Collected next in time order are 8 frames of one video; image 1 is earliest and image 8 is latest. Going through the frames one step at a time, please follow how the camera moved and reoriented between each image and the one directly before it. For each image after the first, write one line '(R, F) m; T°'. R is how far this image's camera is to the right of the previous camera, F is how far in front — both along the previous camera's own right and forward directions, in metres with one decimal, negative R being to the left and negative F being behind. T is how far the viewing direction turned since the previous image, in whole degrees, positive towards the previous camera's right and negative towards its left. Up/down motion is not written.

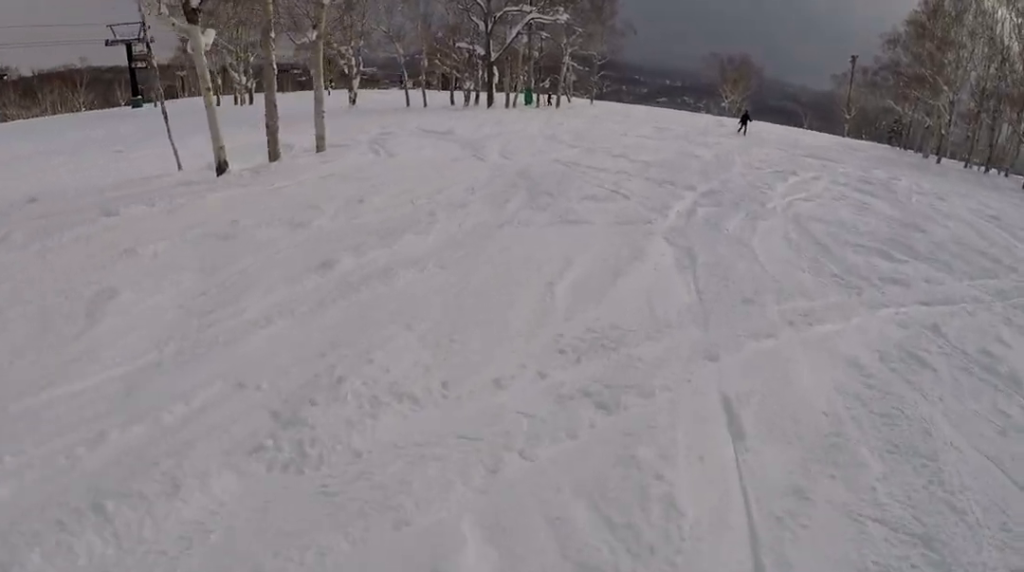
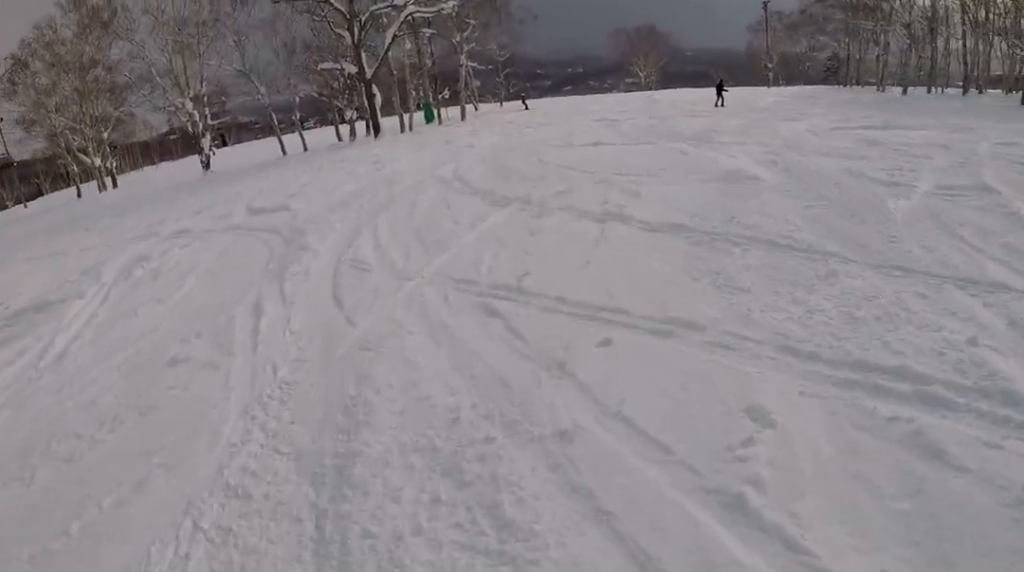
(+0.1, +10.2) m; +5°
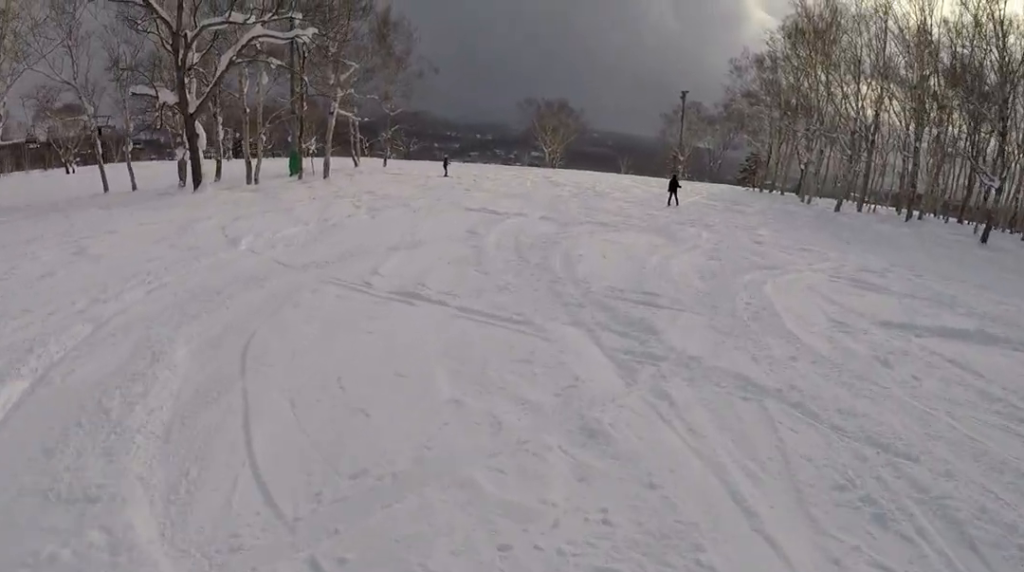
(+0.5, +8.7) m; +4°
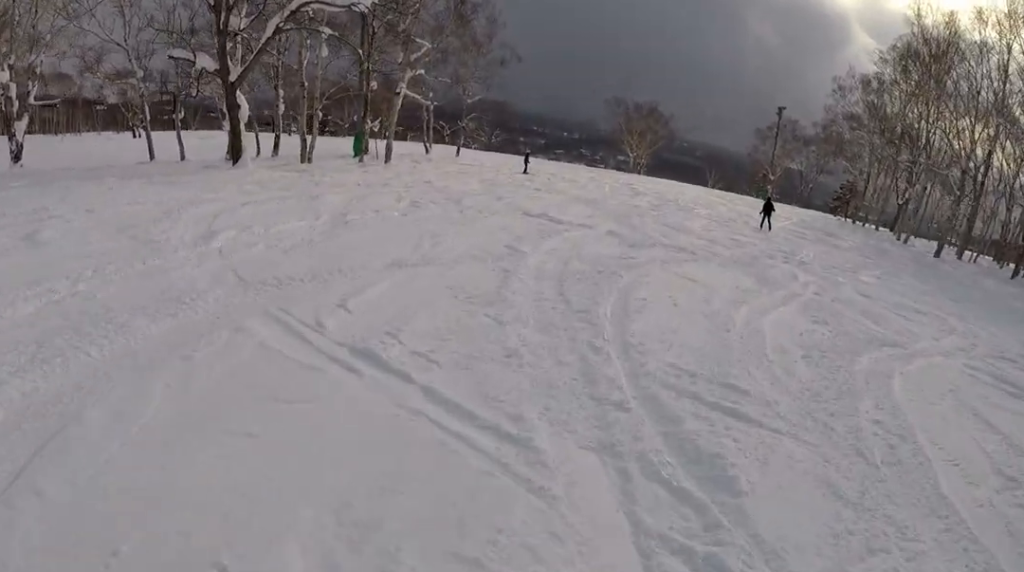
(+0.5, +2.8) m; -3°
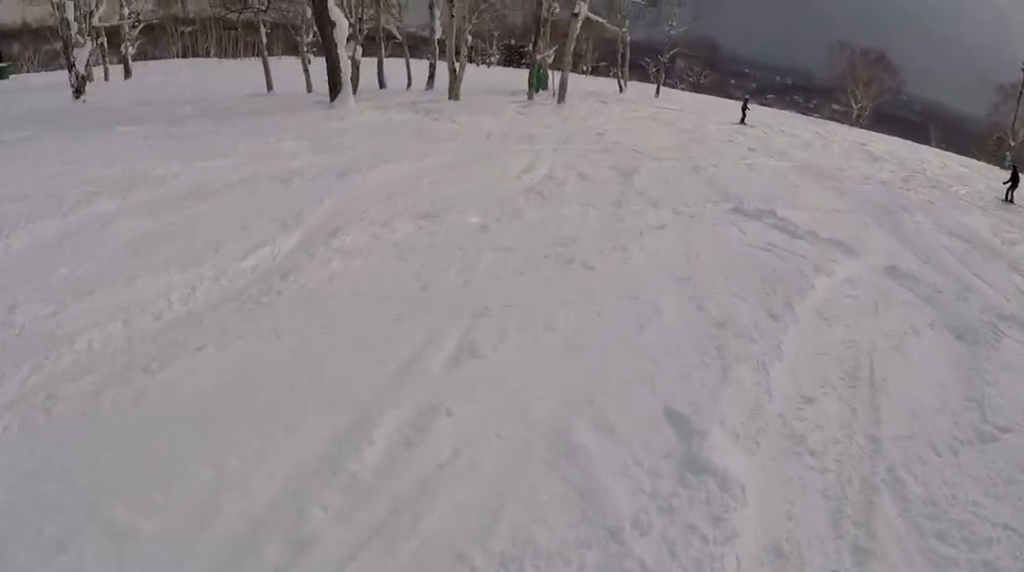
(-1.3, +7.5) m; -7°
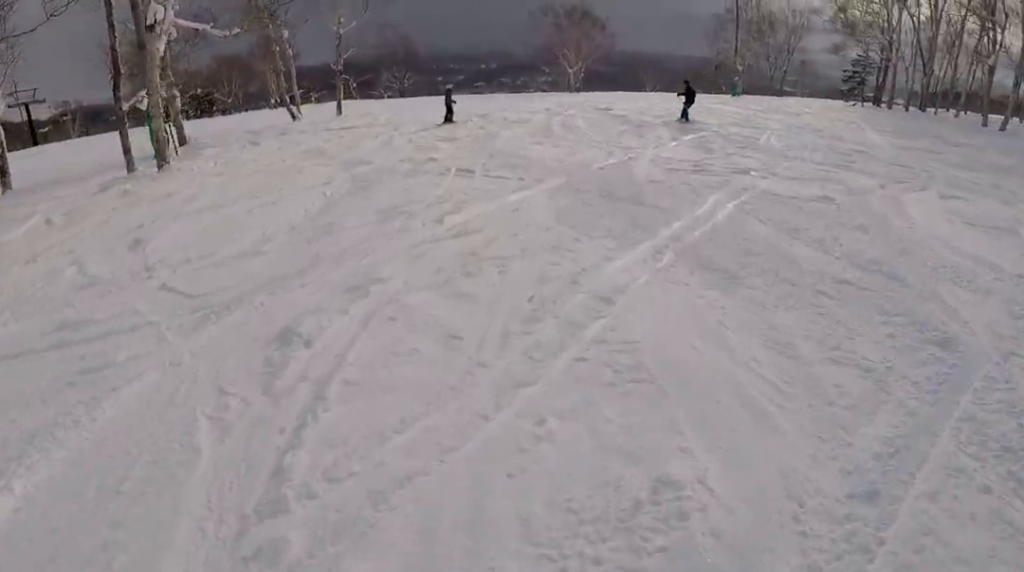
(+1.6, +11.2) m; +17°
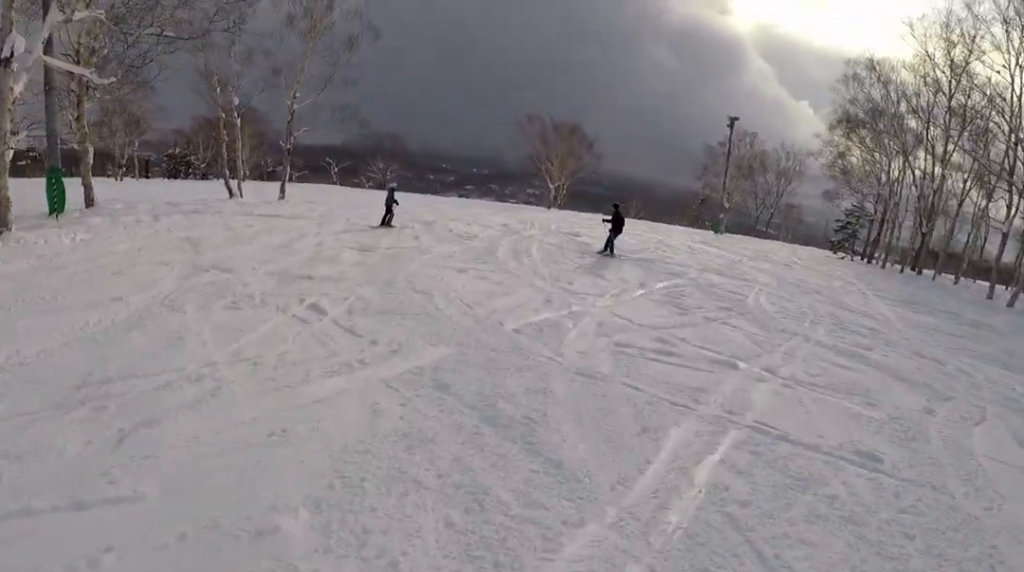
(+0.1, +4.9) m; +8°
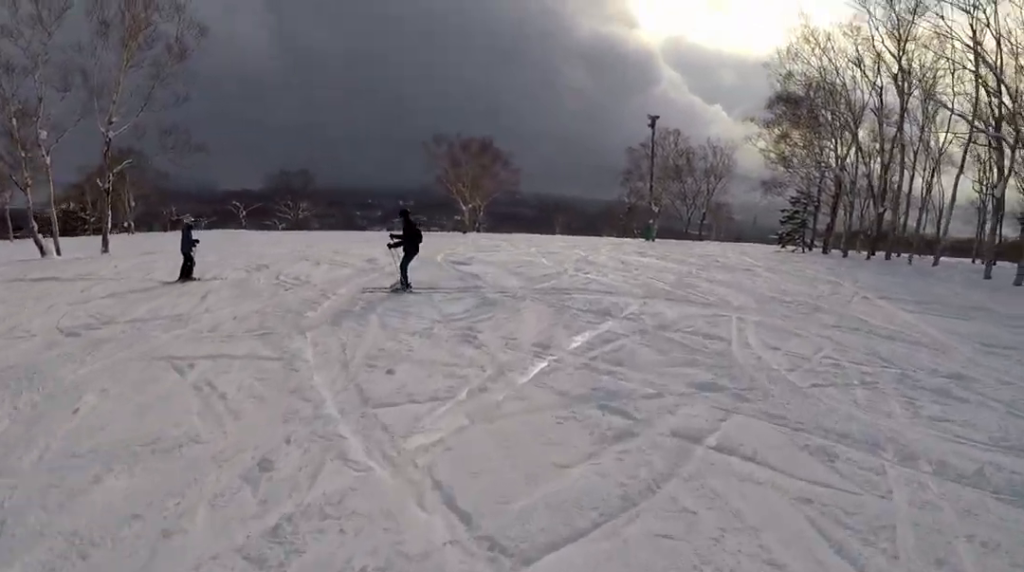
(+0.9, +7.3) m; +3°
